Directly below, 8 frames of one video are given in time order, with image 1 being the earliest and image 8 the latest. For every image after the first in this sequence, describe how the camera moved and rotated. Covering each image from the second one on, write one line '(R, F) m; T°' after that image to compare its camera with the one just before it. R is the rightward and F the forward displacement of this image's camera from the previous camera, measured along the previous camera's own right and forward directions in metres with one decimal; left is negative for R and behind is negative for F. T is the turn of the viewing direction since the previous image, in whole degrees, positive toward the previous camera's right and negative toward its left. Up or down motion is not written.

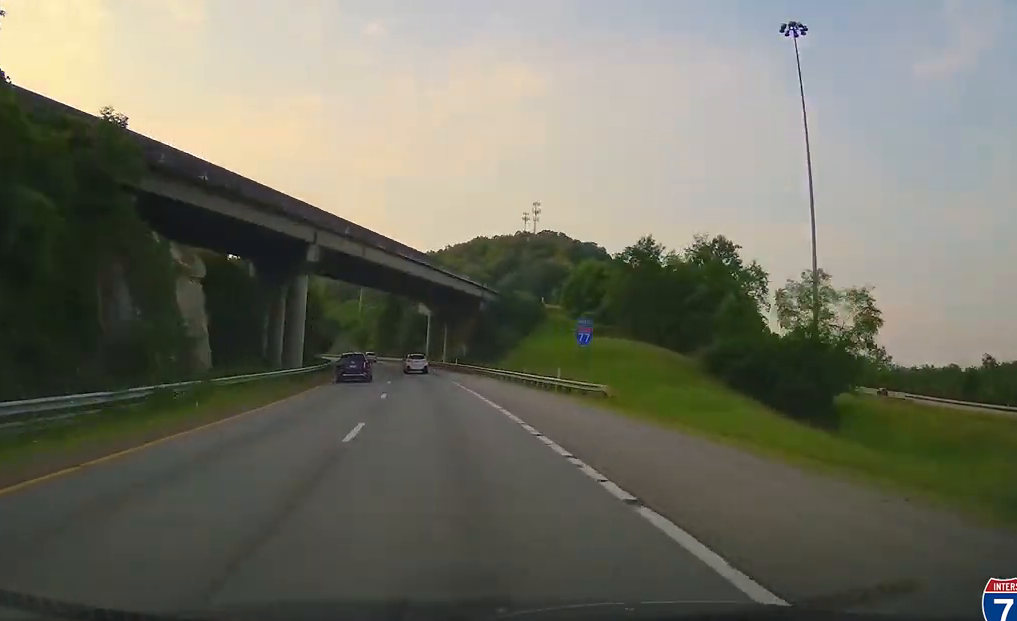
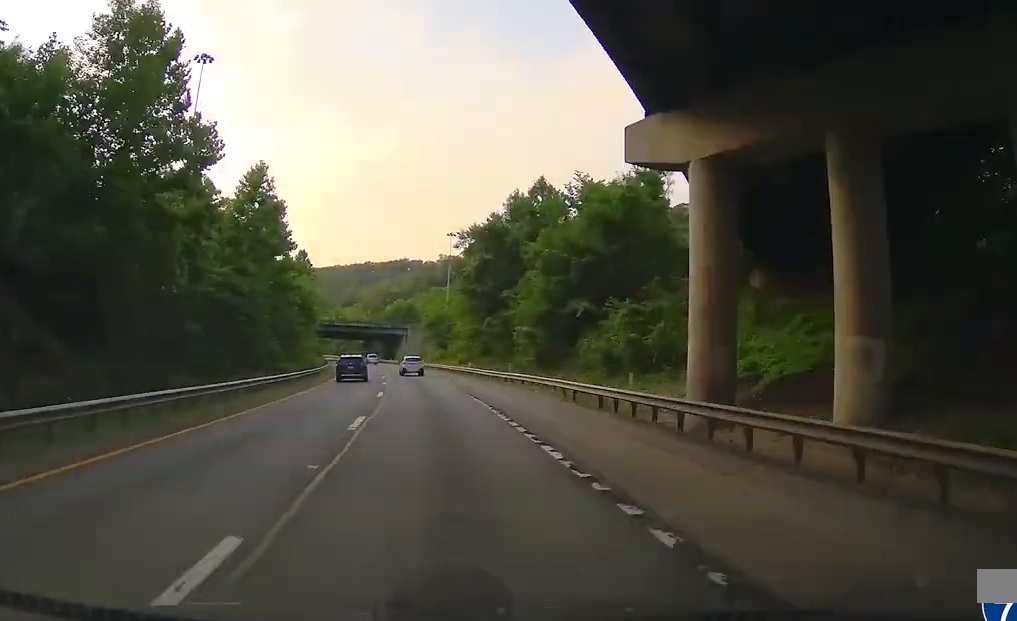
(-4.1, +84.6) m; -8°
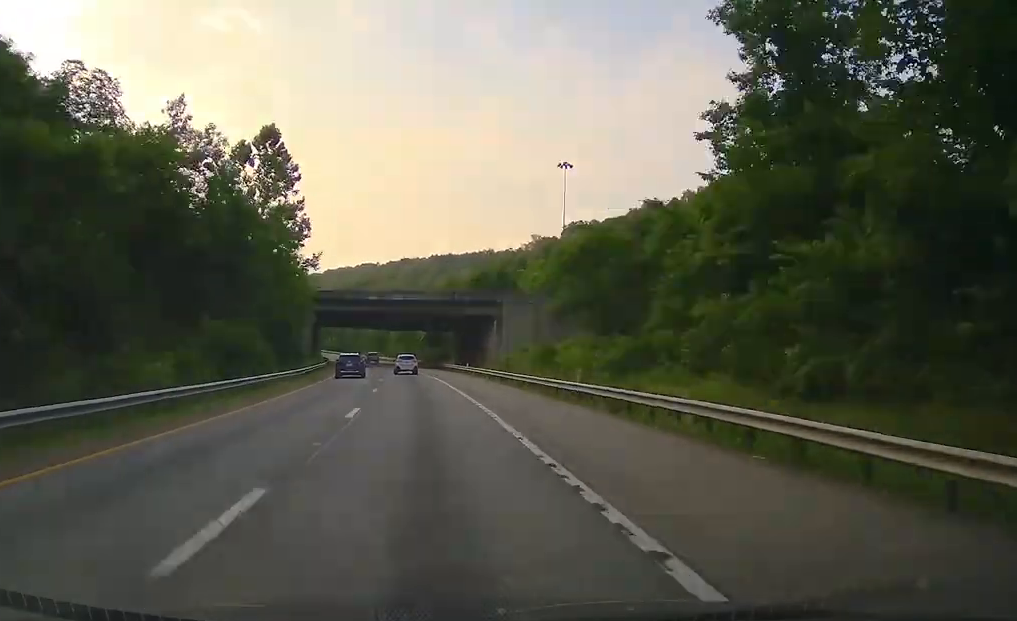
(-6.0, +71.9) m; -6°
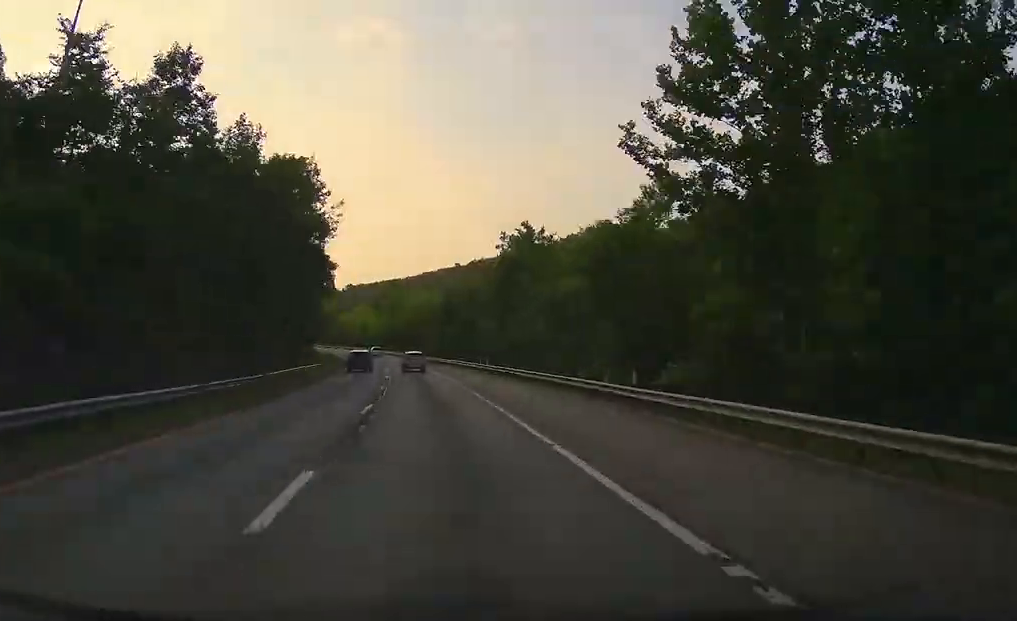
(-15.0, +147.3) m; -13°
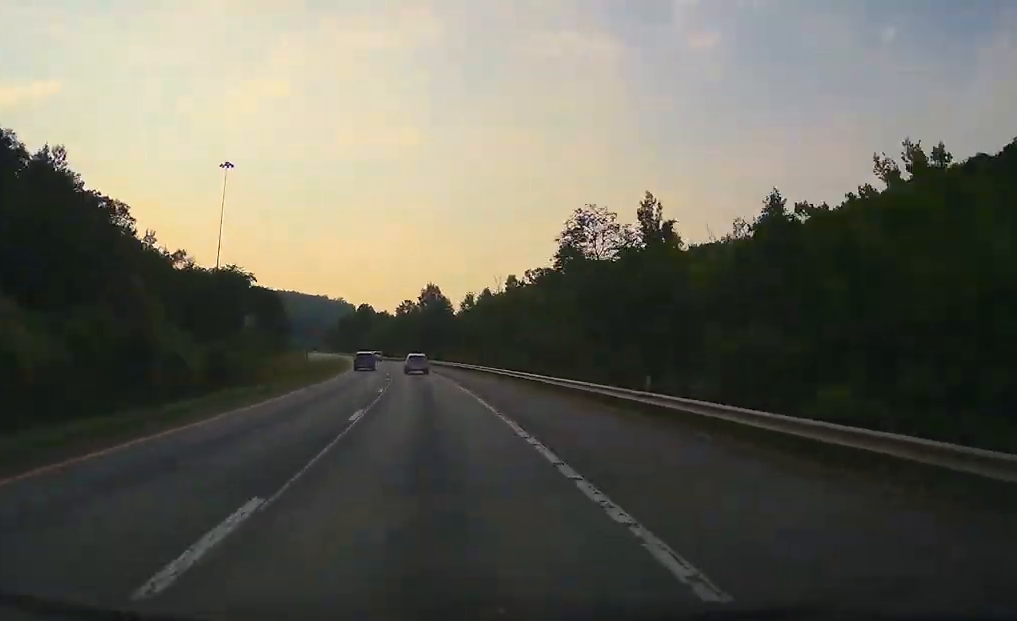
(-37.8, +209.7) m; -18°
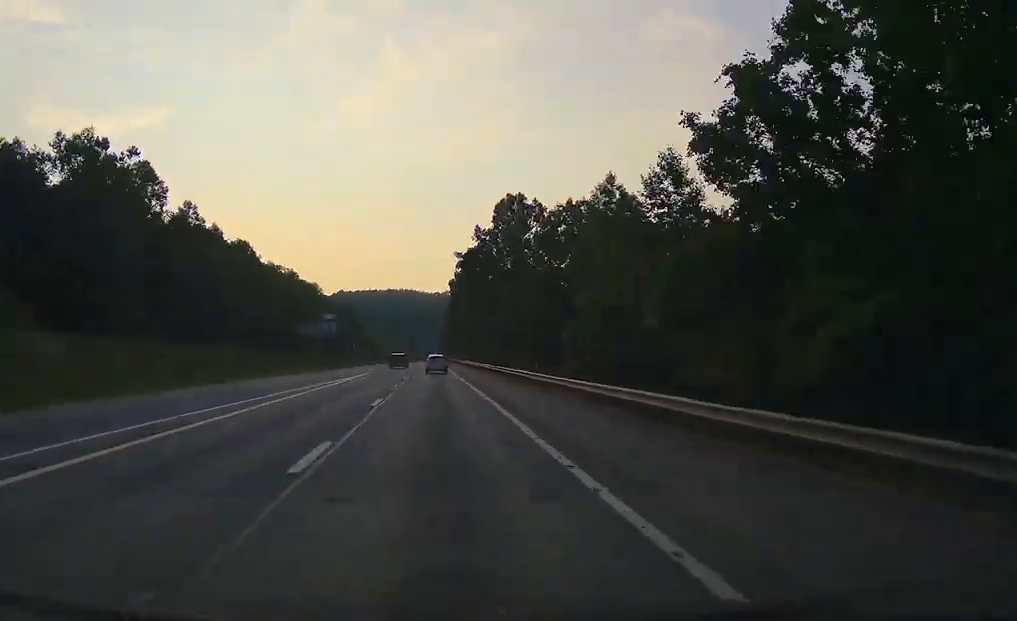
(-22.0, +222.0) m; -8°
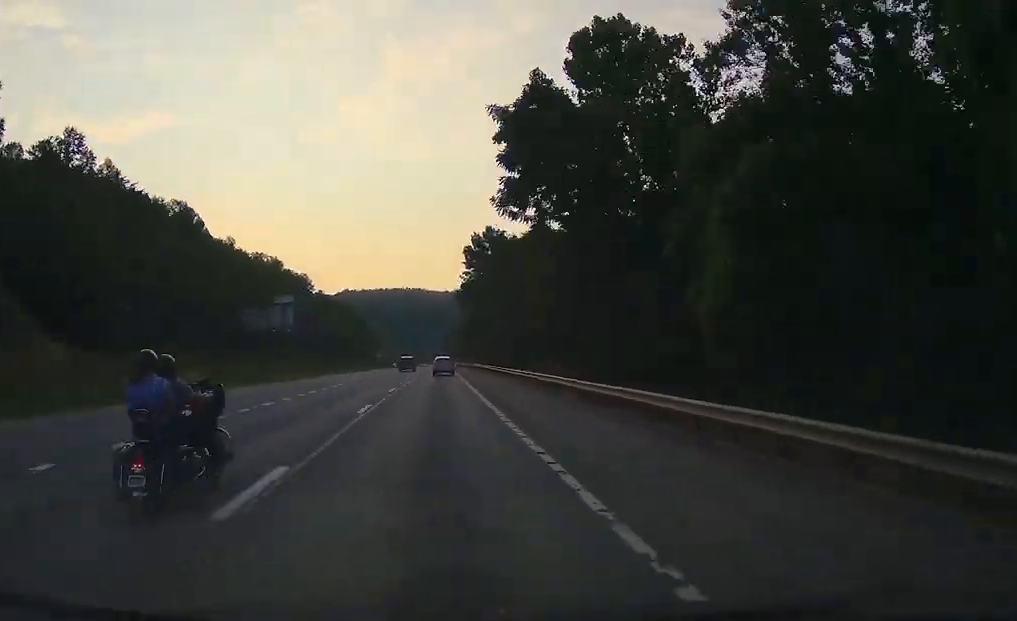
(-0.5, +53.5) m; 0°
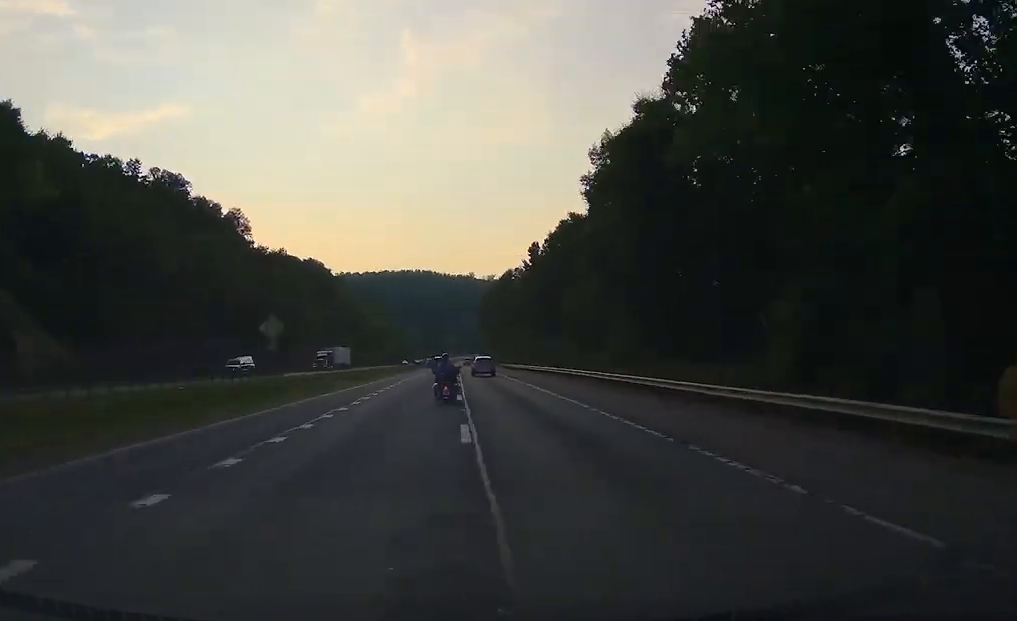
(+0.3, +130.7) m; +1°
